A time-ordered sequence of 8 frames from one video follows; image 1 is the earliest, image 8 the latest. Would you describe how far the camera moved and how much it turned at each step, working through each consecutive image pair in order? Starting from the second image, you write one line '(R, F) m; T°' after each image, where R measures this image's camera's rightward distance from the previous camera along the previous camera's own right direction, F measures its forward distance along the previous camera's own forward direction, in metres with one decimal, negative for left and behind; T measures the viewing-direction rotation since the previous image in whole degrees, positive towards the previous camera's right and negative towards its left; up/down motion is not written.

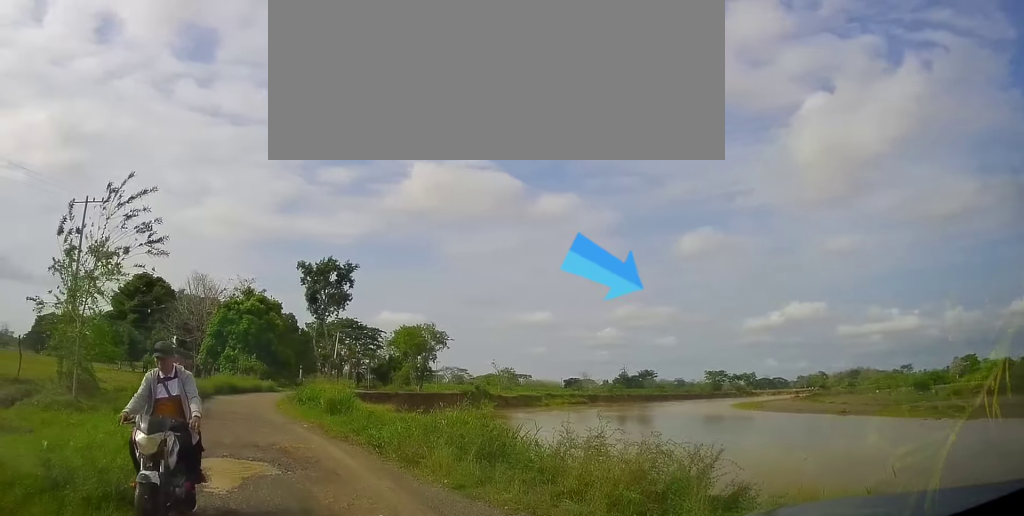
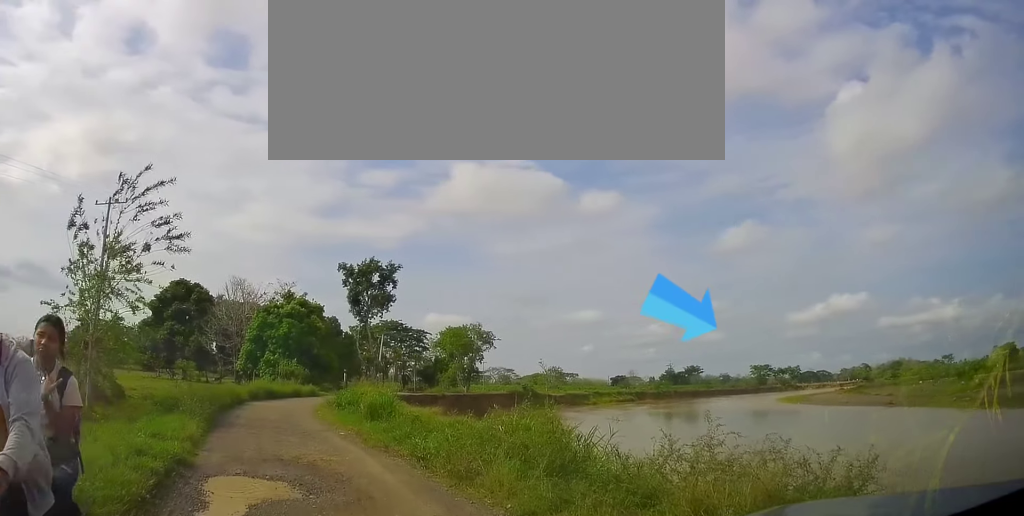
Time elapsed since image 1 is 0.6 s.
(-0.1, +1.8) m; -7°
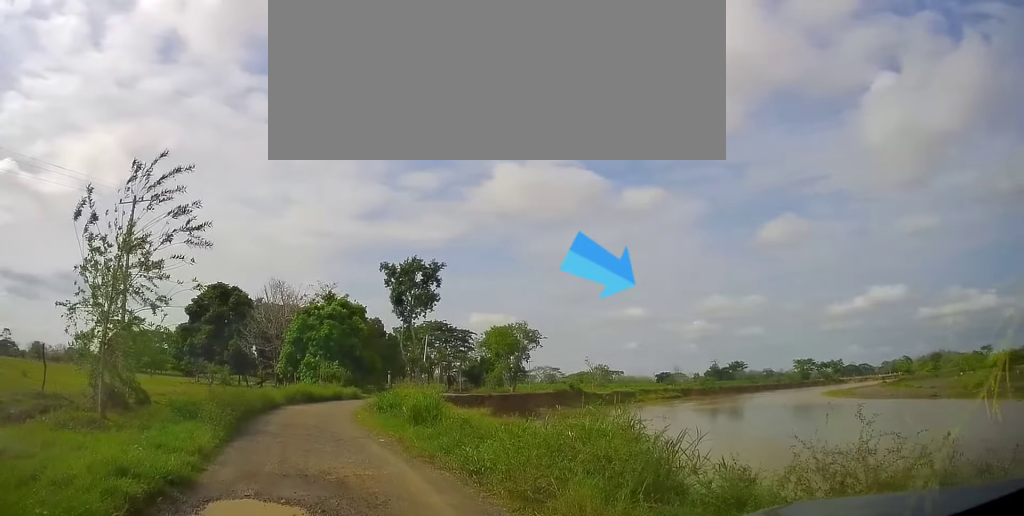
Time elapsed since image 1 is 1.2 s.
(-0.1, +1.8) m; -6°
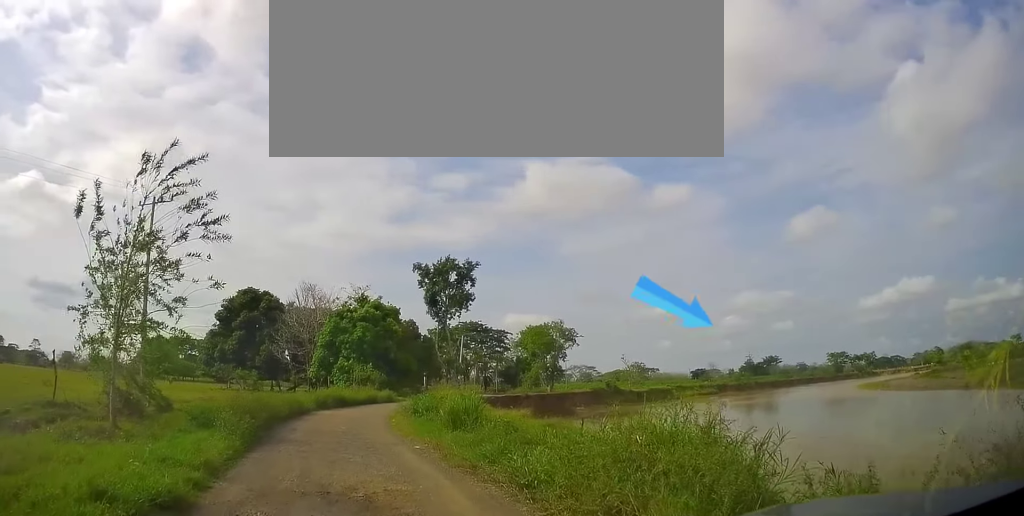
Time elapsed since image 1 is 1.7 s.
(-0.1, +1.4) m; -4°
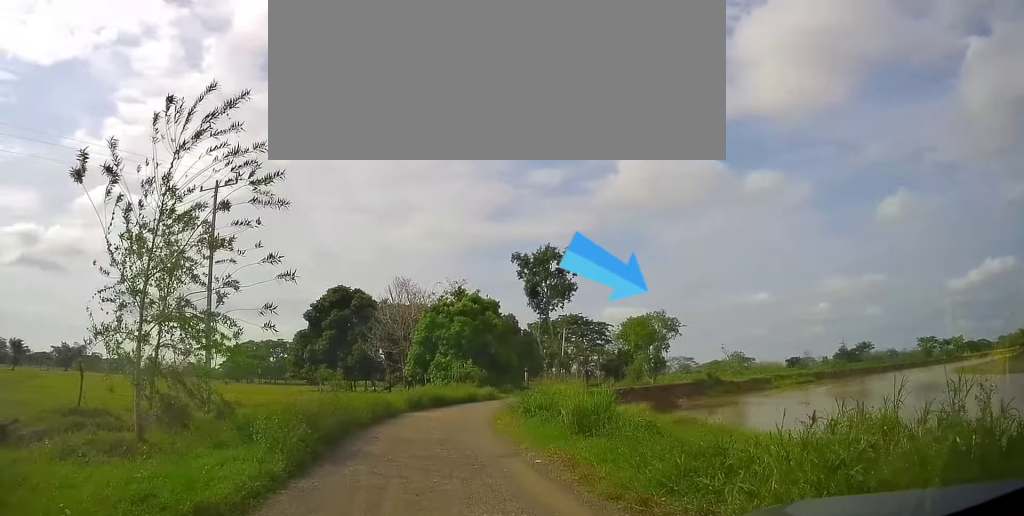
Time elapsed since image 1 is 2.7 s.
(-0.2, +3.4) m; -4°
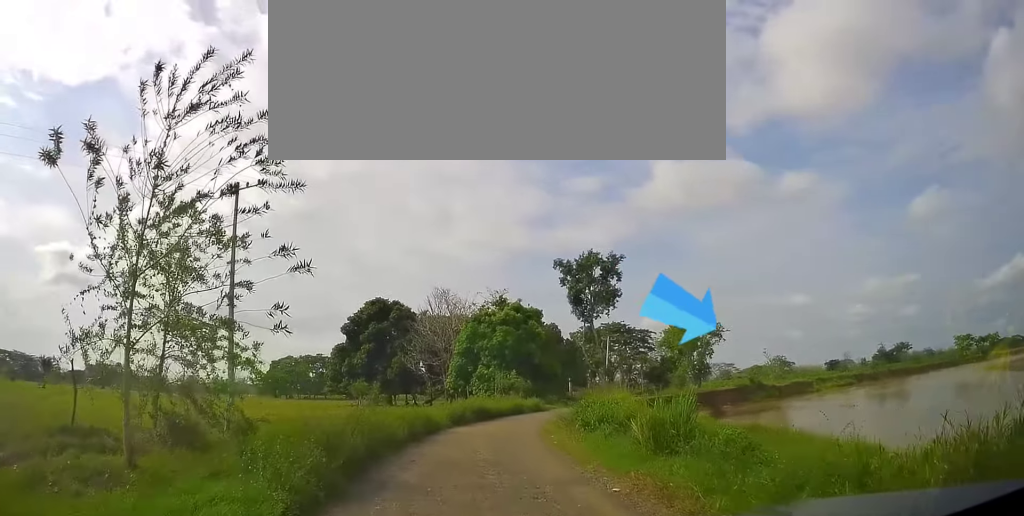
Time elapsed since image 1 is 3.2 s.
(0.0, +2.0) m; 0°
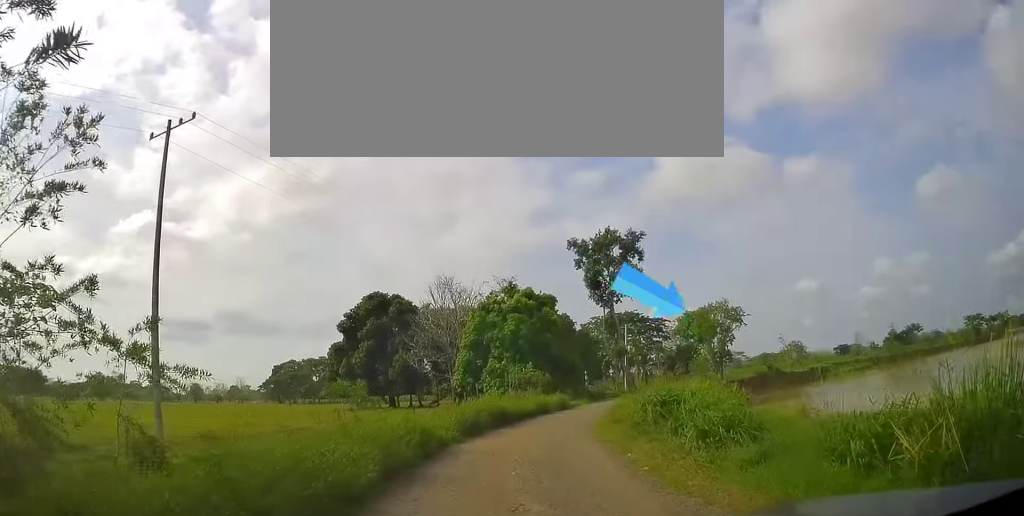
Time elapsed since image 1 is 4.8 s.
(+0.1, +6.4) m; +1°
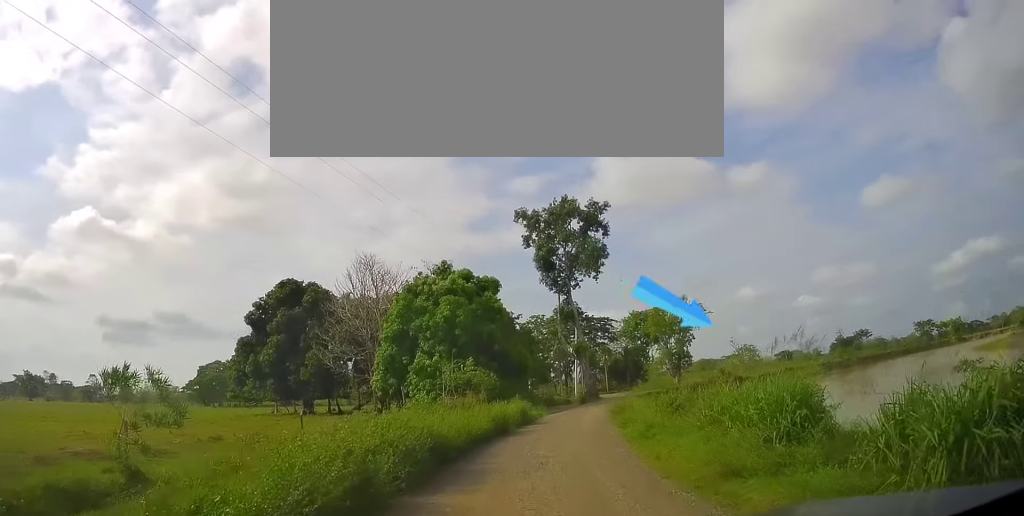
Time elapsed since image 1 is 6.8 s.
(+0.3, +10.5) m; +5°
